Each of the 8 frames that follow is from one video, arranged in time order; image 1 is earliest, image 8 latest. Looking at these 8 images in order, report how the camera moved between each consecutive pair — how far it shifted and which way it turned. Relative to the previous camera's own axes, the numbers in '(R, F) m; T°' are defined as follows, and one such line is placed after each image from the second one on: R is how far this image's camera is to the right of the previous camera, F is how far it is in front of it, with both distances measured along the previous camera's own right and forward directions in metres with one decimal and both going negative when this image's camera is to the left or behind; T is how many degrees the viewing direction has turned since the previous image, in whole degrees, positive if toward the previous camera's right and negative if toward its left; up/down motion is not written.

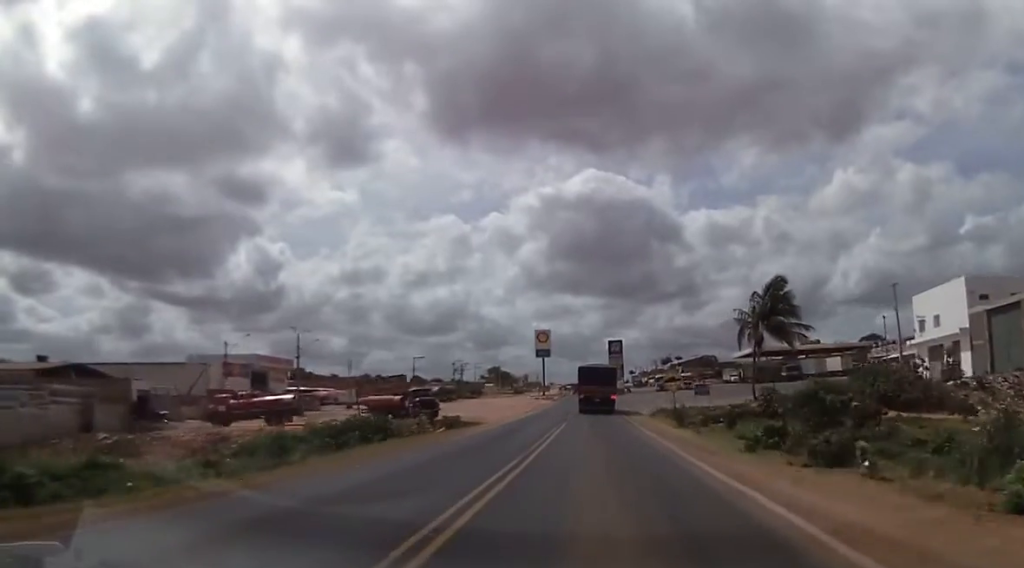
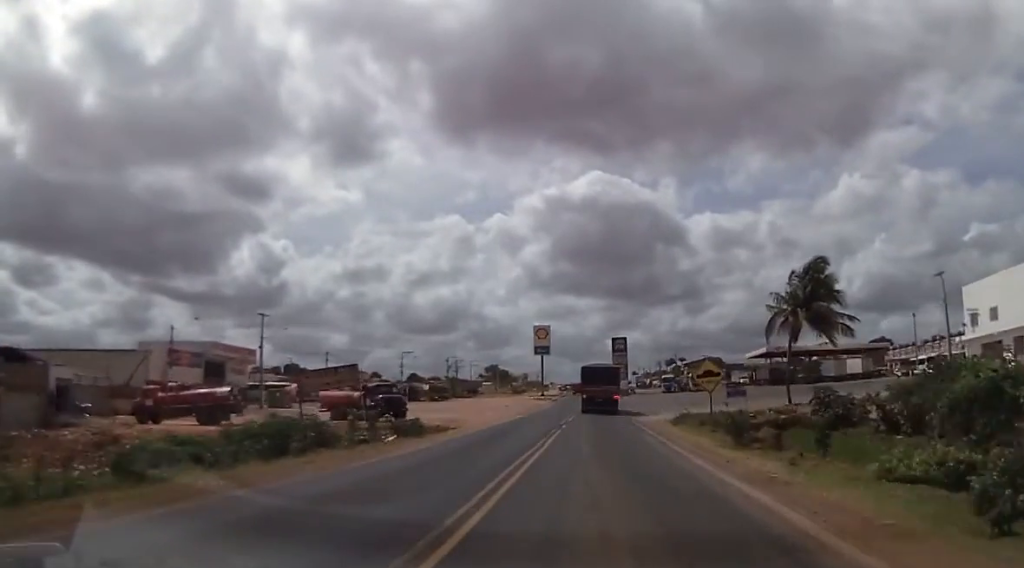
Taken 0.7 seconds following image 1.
(-0.1, +11.6) m; -1°
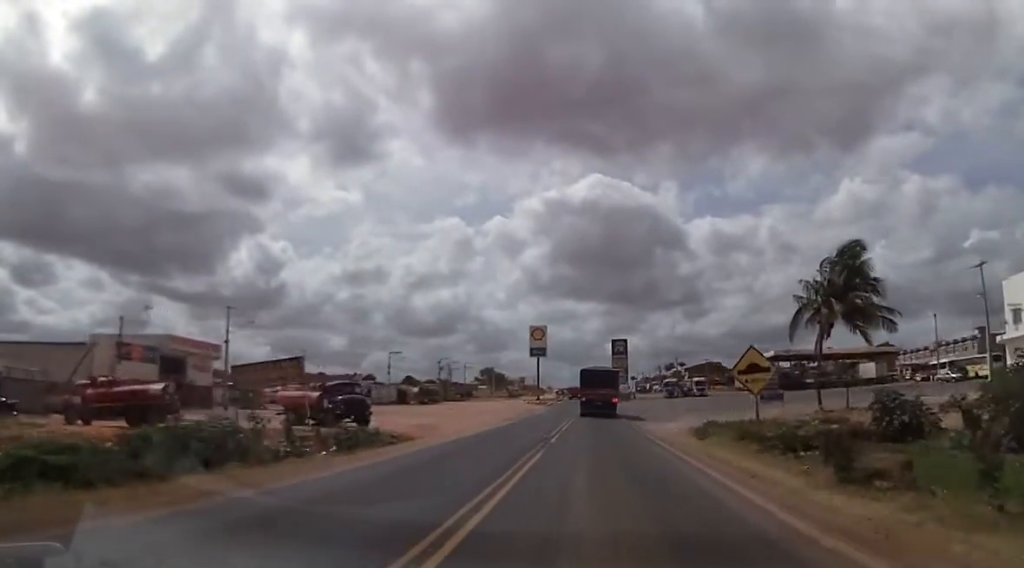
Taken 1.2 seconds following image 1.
(0.0, +8.2) m; -1°
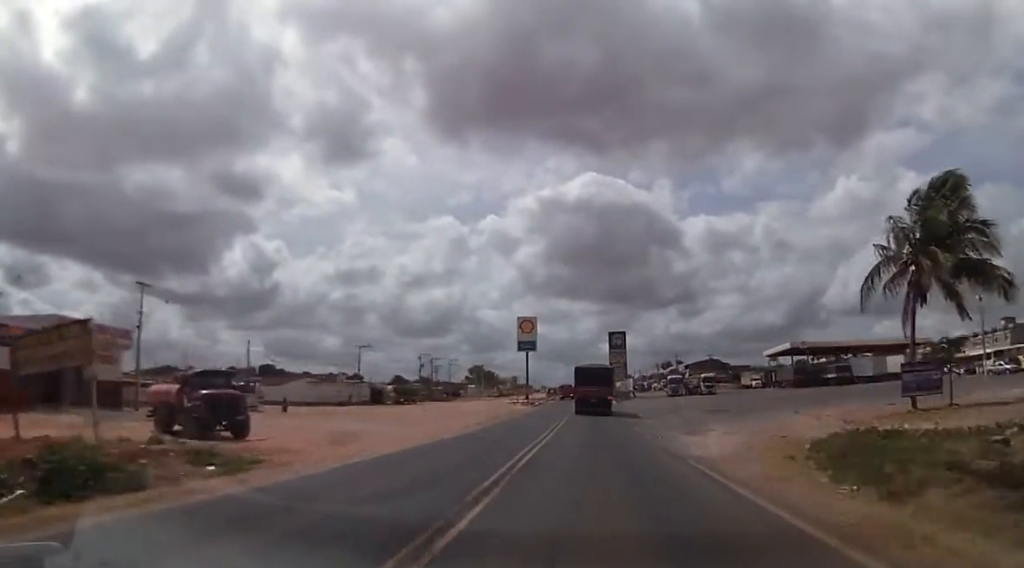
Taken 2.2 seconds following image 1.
(-0.2, +15.3) m; -1°
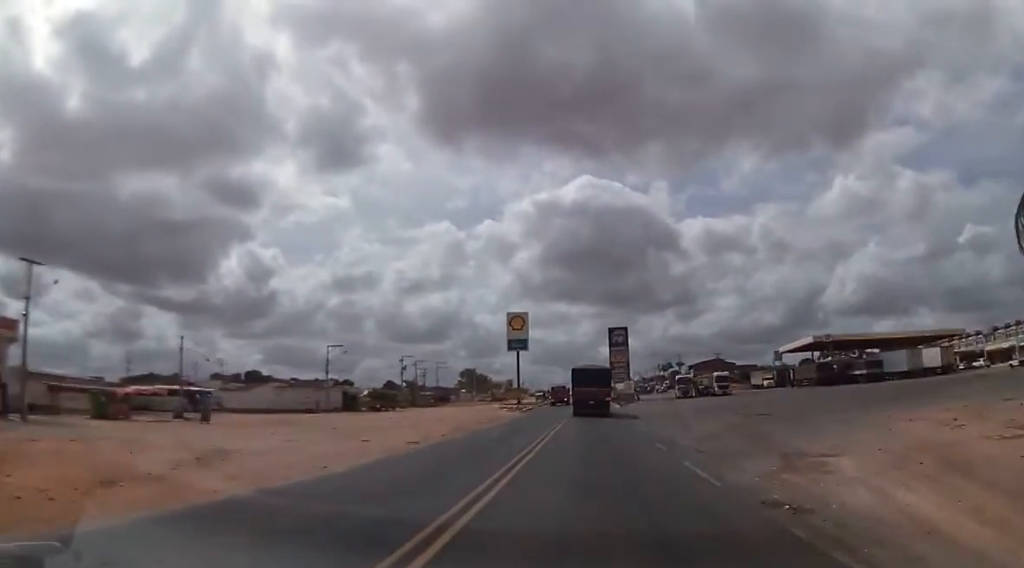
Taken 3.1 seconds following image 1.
(0.0, +14.6) m; 0°
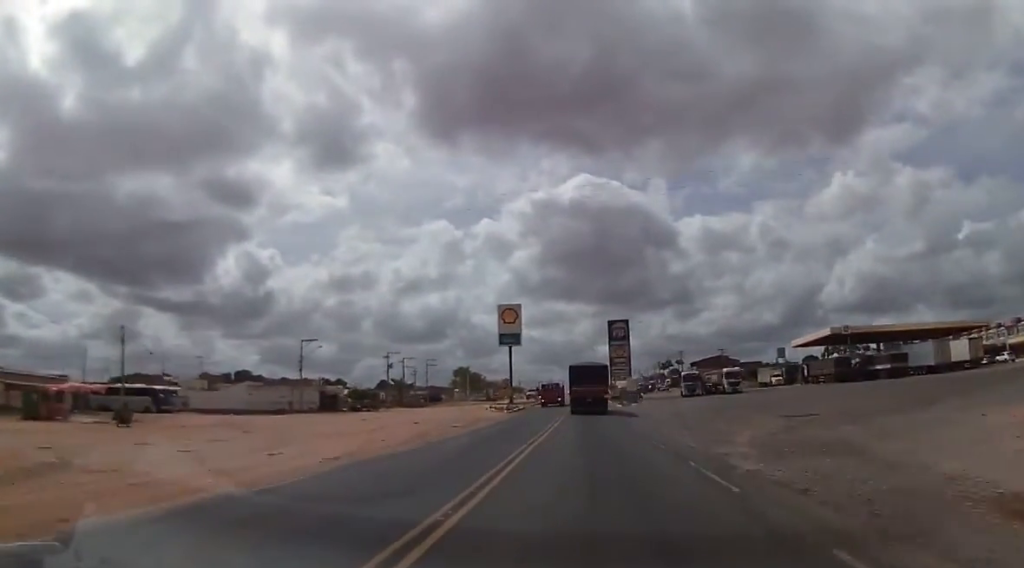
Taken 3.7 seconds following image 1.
(0.0, +9.7) m; +1°
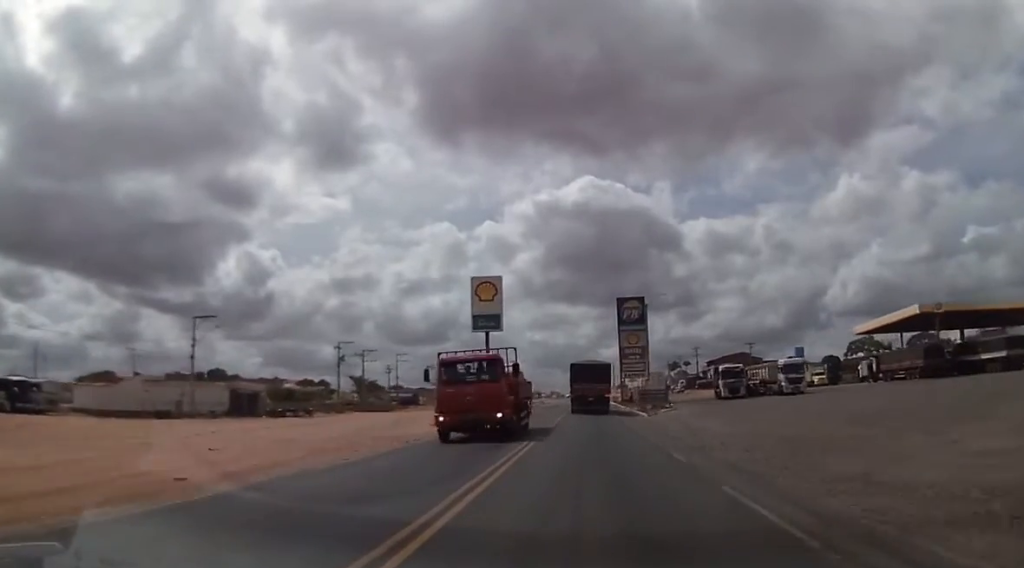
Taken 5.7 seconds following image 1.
(+0.3, +29.8) m; 0°
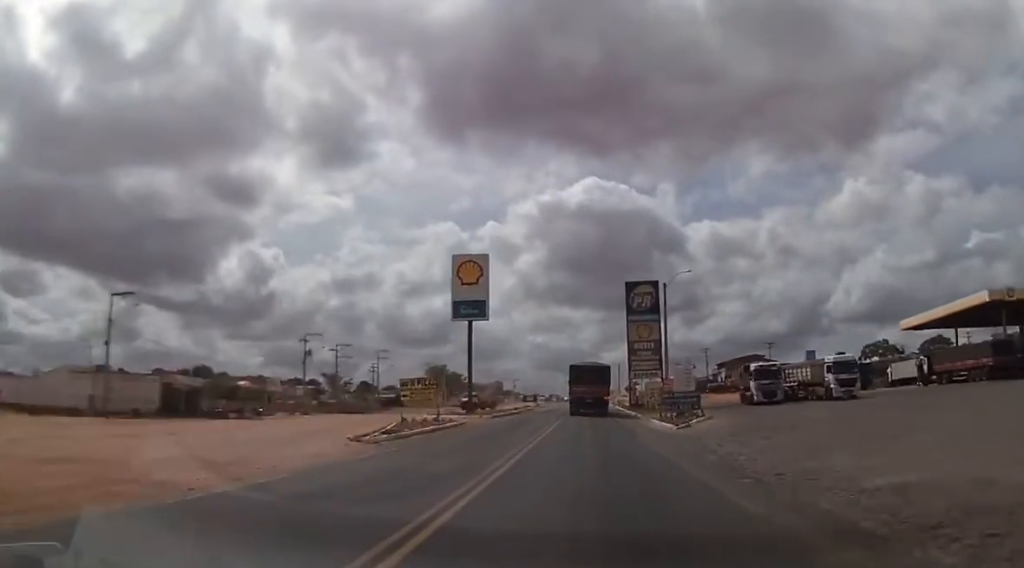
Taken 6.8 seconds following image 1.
(0.0, +14.7) m; +1°
